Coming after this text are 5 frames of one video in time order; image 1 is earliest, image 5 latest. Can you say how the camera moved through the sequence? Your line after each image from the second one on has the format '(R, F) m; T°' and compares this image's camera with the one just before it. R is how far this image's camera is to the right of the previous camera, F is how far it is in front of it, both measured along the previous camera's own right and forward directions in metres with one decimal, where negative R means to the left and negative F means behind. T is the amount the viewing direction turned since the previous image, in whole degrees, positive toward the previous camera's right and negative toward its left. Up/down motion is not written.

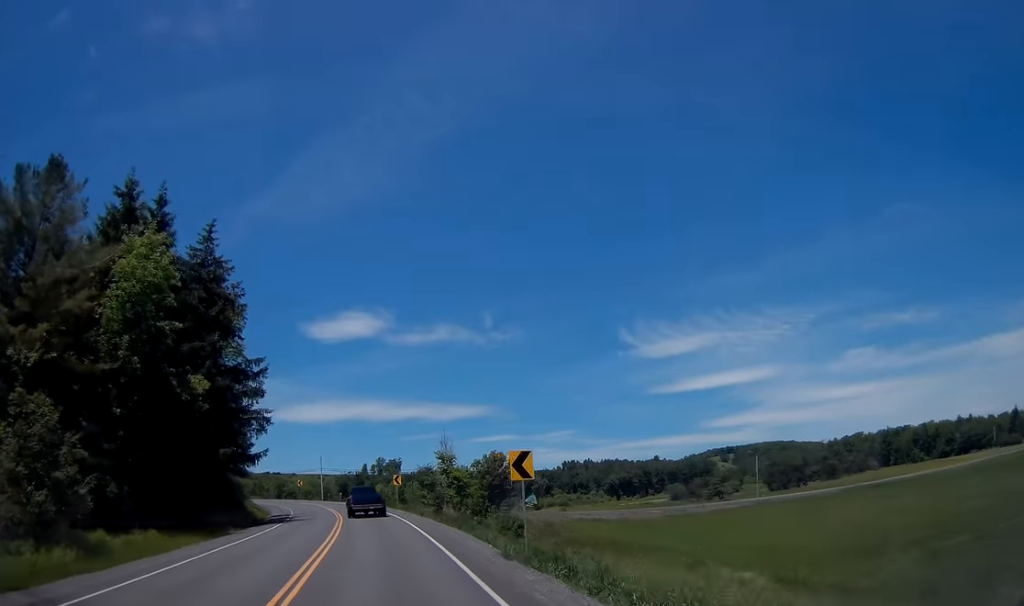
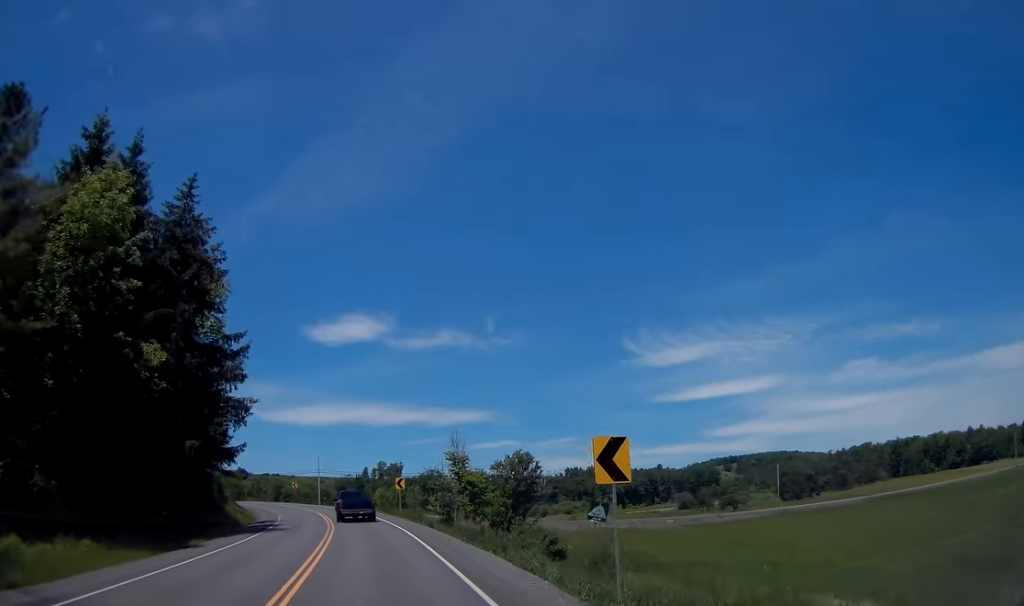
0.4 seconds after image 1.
(+0.1, +7.3) m; 0°
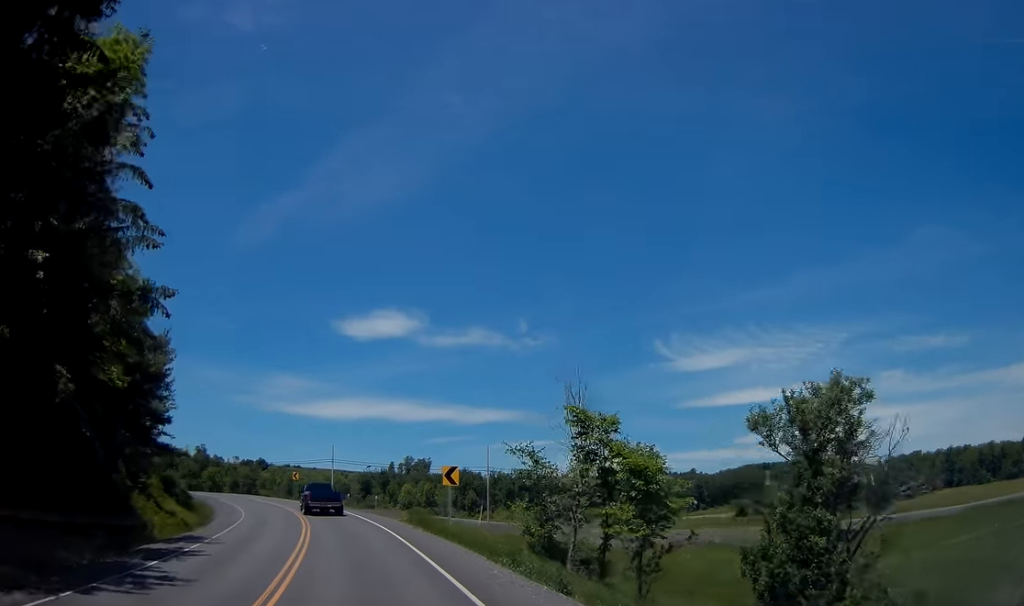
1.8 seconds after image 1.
(-0.3, +23.7) m; -2°
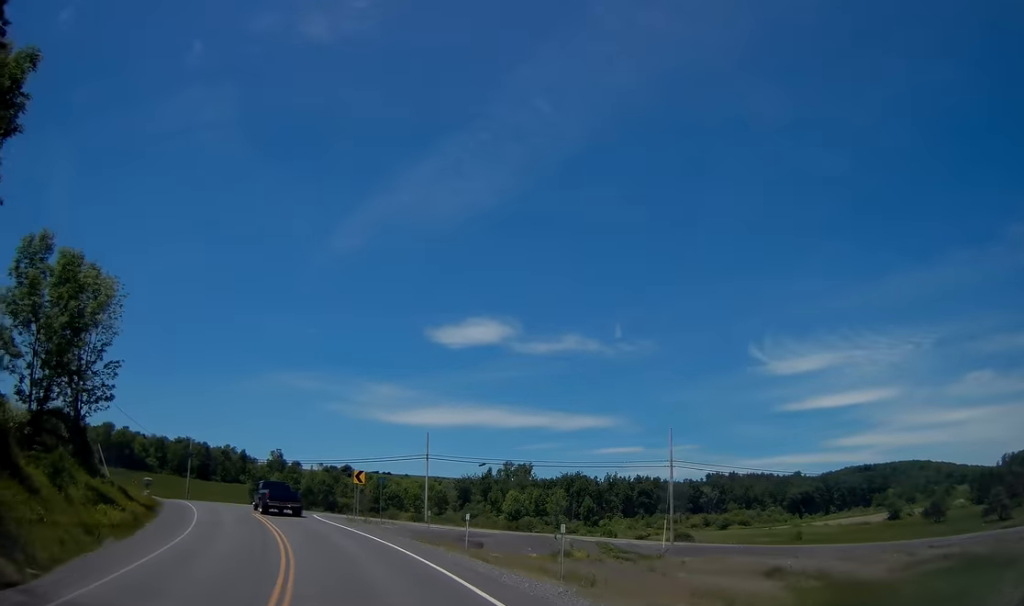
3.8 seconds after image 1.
(-1.0, +32.2) m; -6°
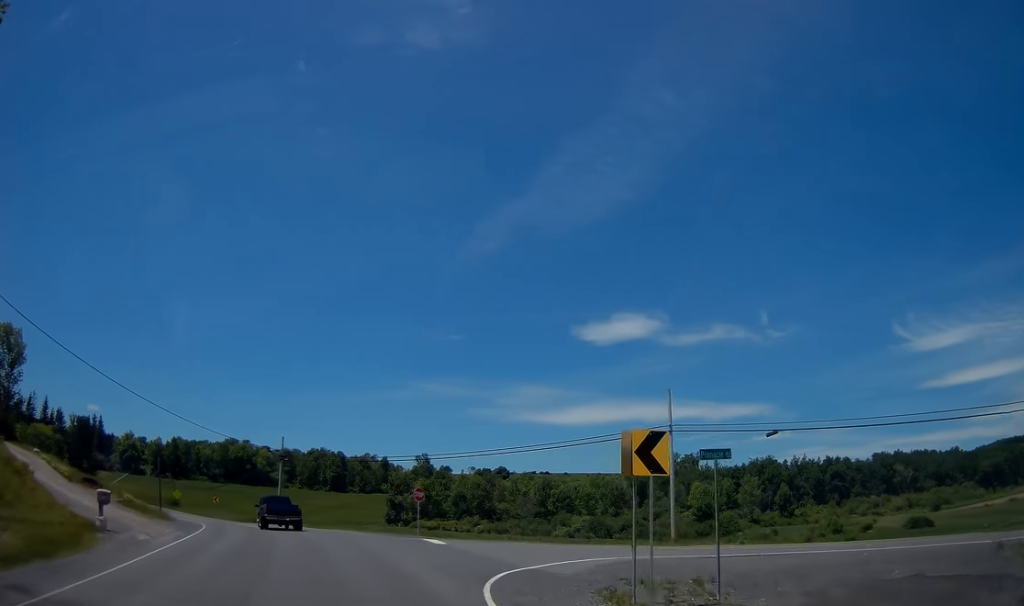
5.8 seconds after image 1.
(-1.9, +28.8) m; -8°
